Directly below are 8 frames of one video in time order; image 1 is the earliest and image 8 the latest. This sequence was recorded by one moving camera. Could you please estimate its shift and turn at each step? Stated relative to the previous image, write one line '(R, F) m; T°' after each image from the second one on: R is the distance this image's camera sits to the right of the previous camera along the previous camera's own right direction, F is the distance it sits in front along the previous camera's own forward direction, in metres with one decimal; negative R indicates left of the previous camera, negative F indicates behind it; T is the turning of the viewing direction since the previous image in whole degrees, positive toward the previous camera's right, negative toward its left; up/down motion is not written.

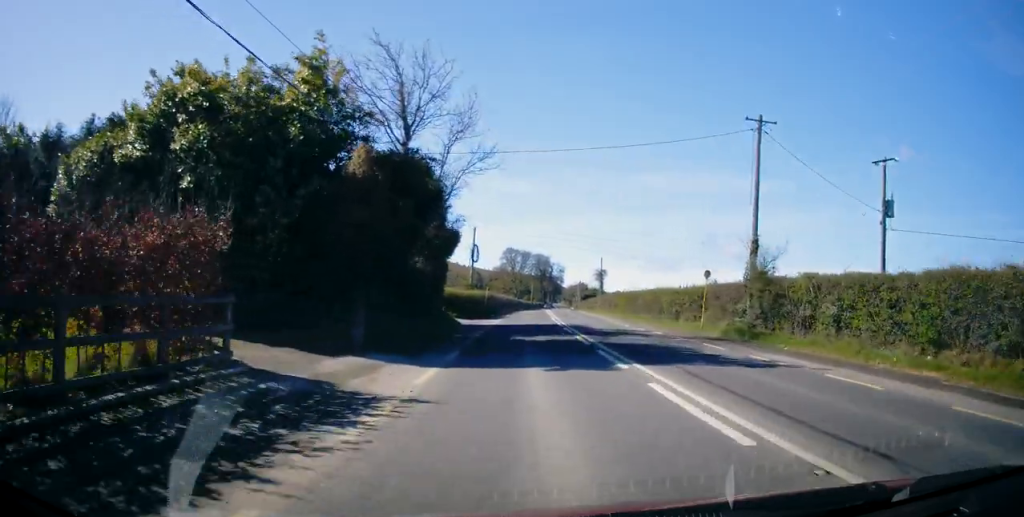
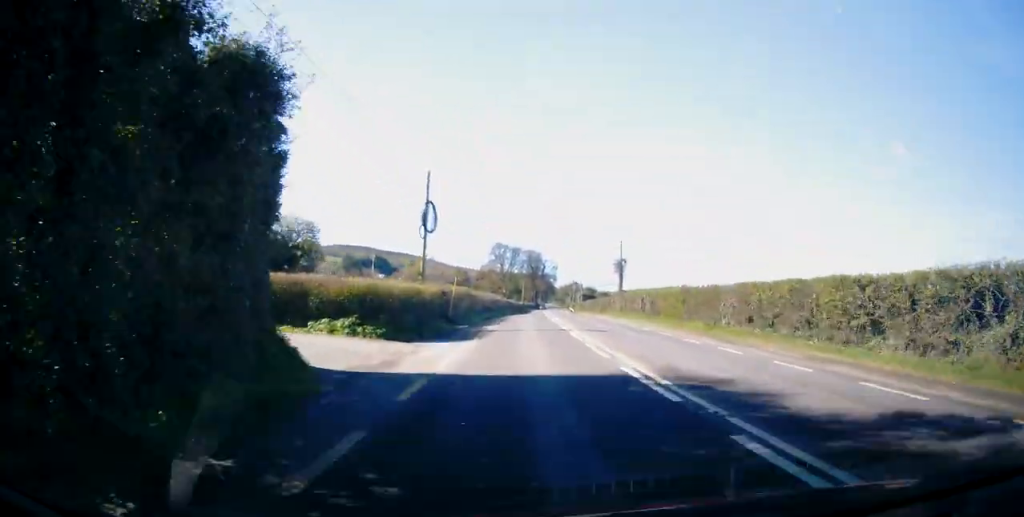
(+0.4, +21.4) m; +2°
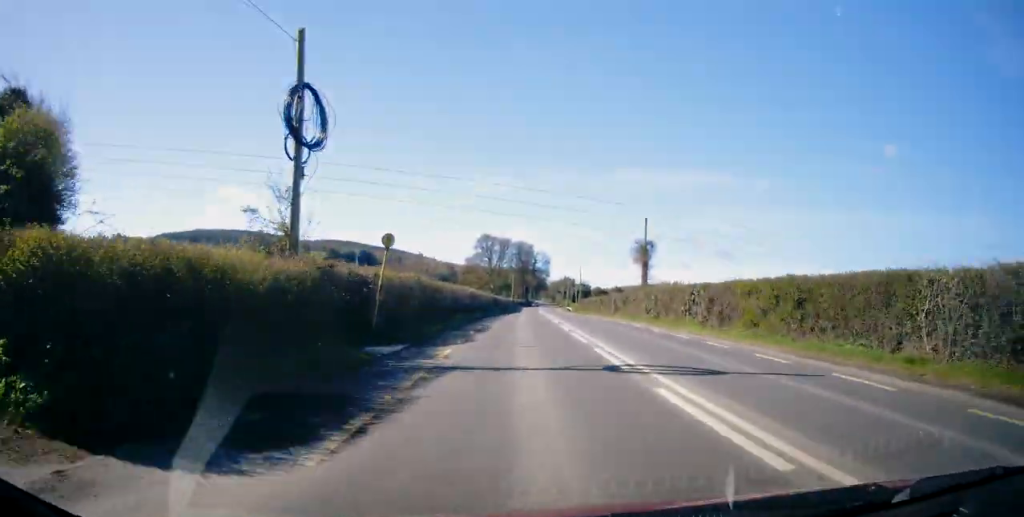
(+0.1, +15.1) m; +1°
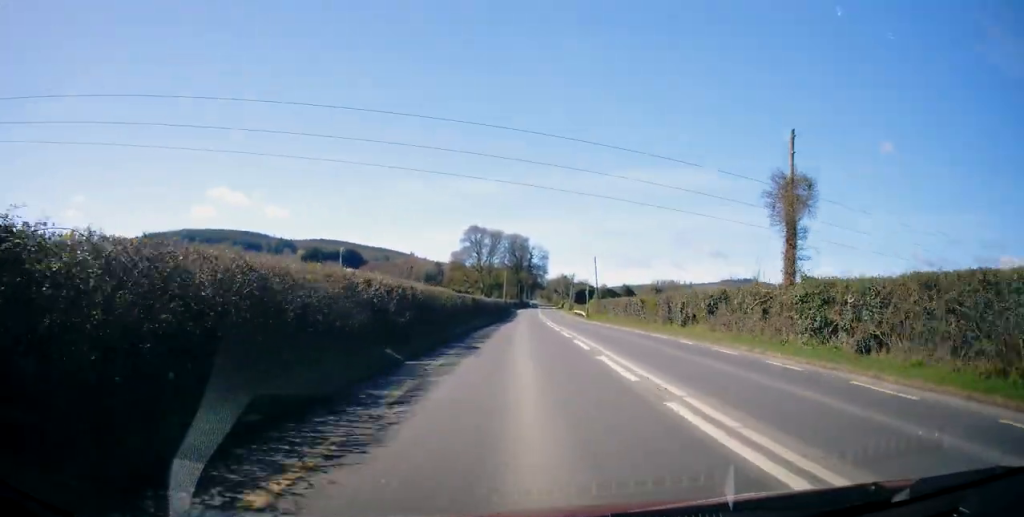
(0.0, +24.6) m; 0°
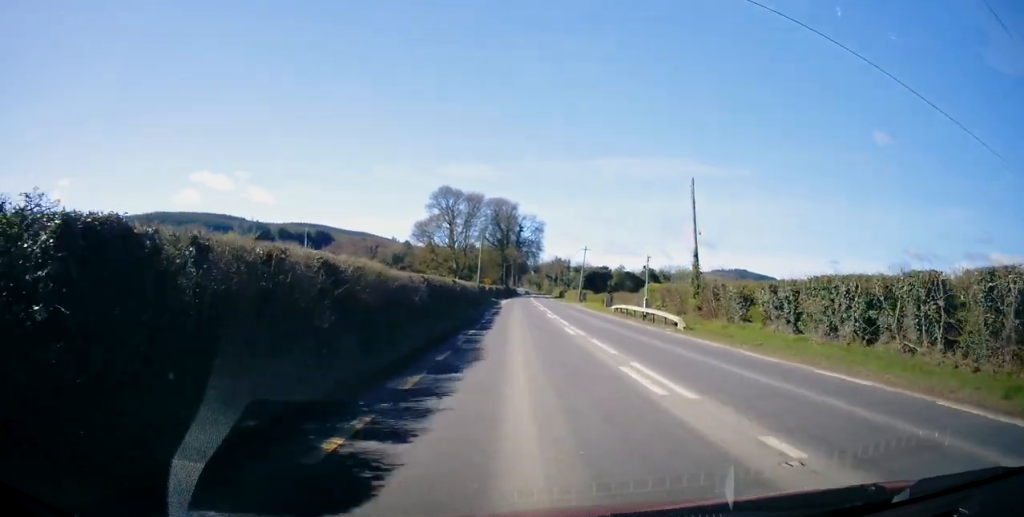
(+0.6, +42.6) m; +2°
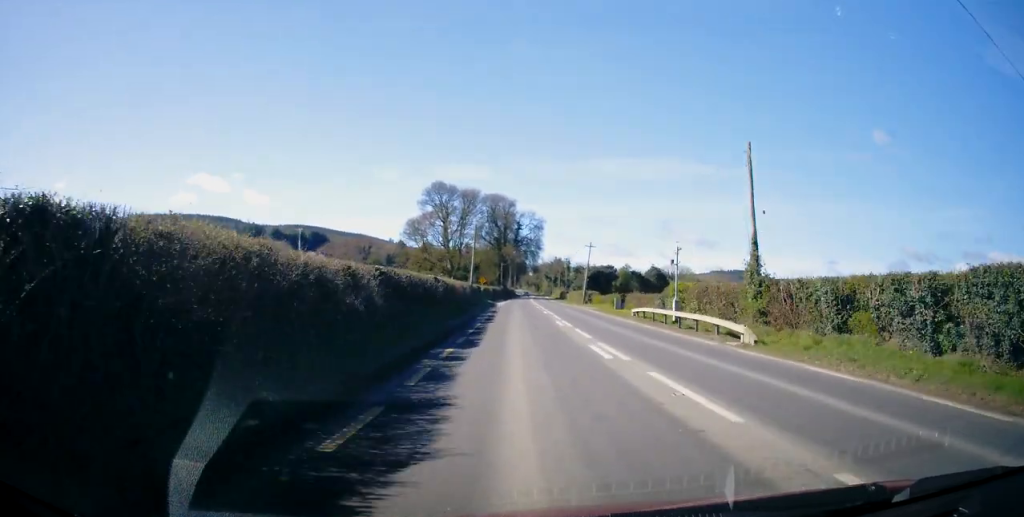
(0.0, +7.6) m; 0°
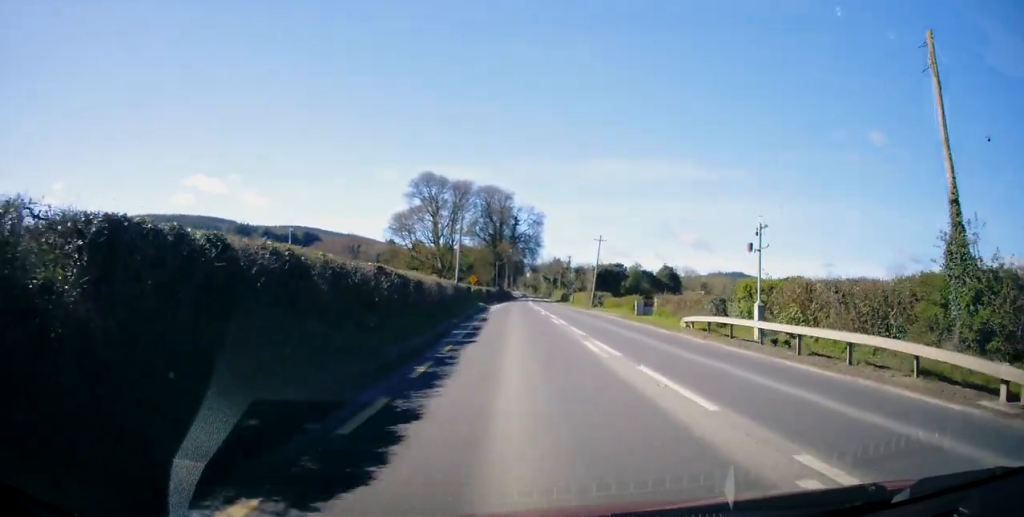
(+0.2, +11.3) m; 0°
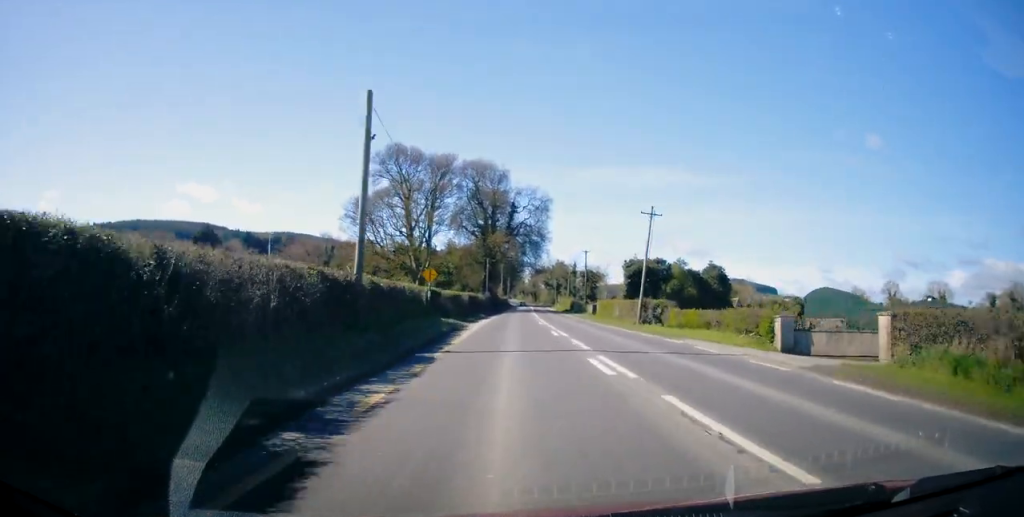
(-0.2, +26.5) m; 0°
